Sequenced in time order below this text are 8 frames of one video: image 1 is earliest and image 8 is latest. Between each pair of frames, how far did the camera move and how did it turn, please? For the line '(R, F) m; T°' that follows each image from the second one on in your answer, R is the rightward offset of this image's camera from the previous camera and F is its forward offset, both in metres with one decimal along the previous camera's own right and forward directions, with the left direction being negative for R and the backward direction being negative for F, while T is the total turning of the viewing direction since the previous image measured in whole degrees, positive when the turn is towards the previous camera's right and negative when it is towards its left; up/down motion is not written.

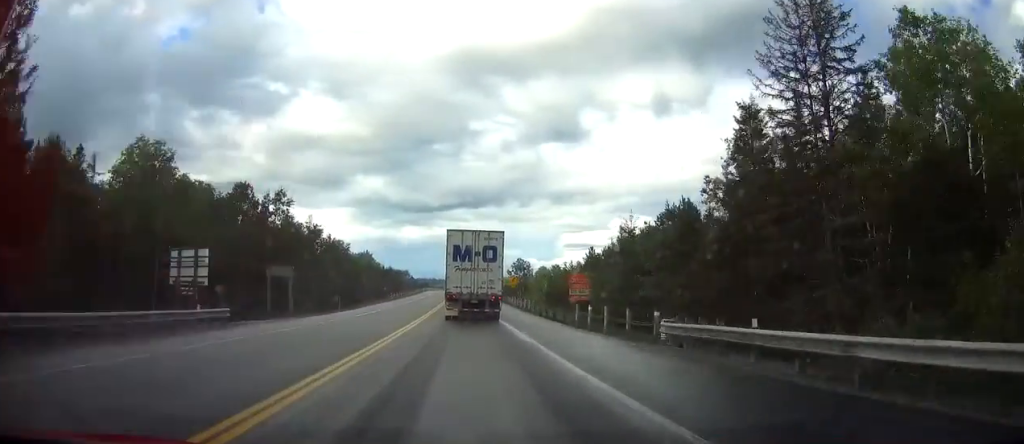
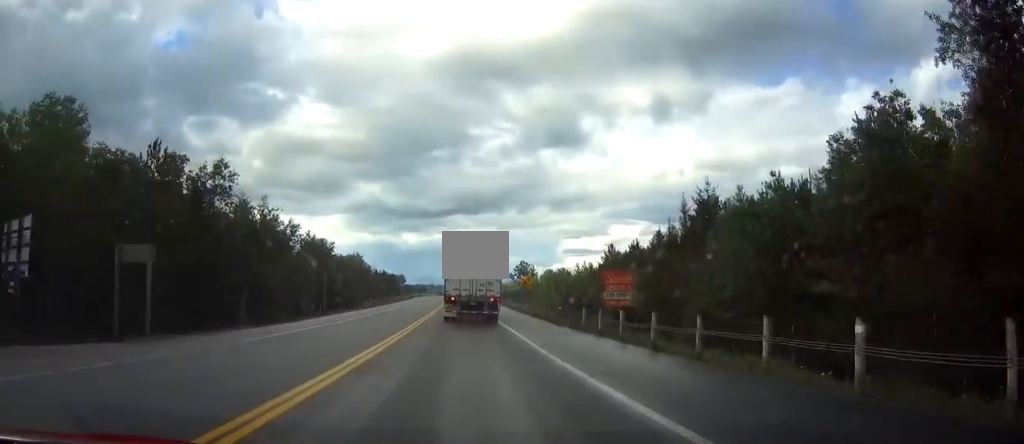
(0.0, +18.7) m; 0°
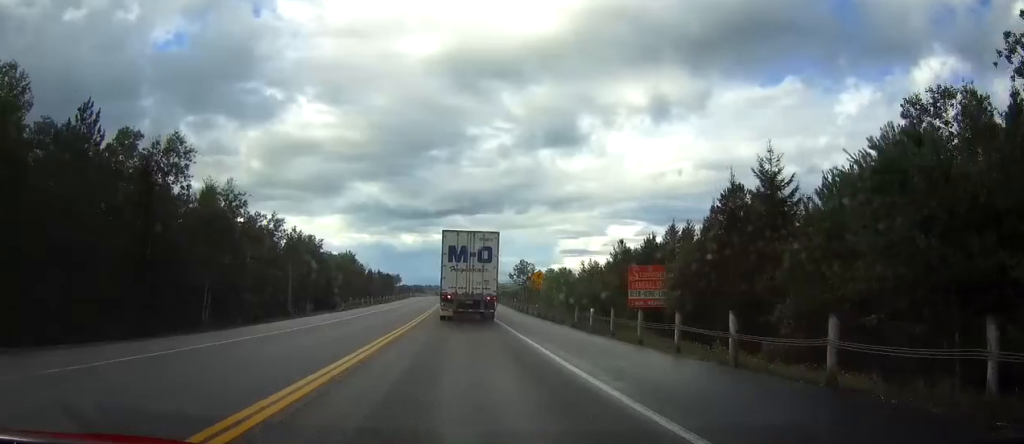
(0.0, +9.0) m; 0°
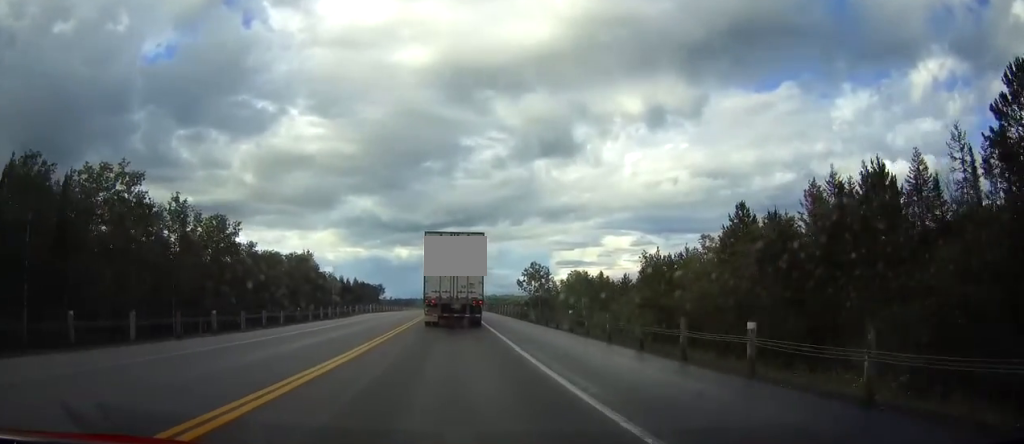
(0.0, +49.1) m; 0°
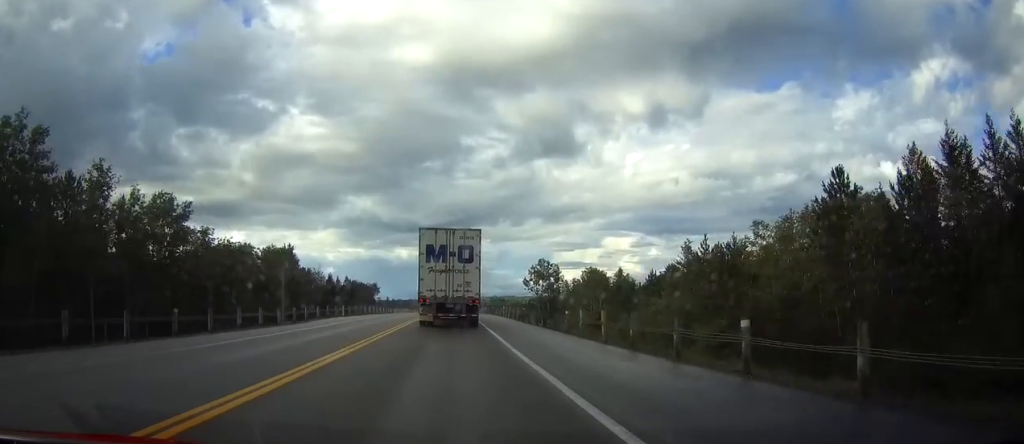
(0.0, +17.0) m; 0°
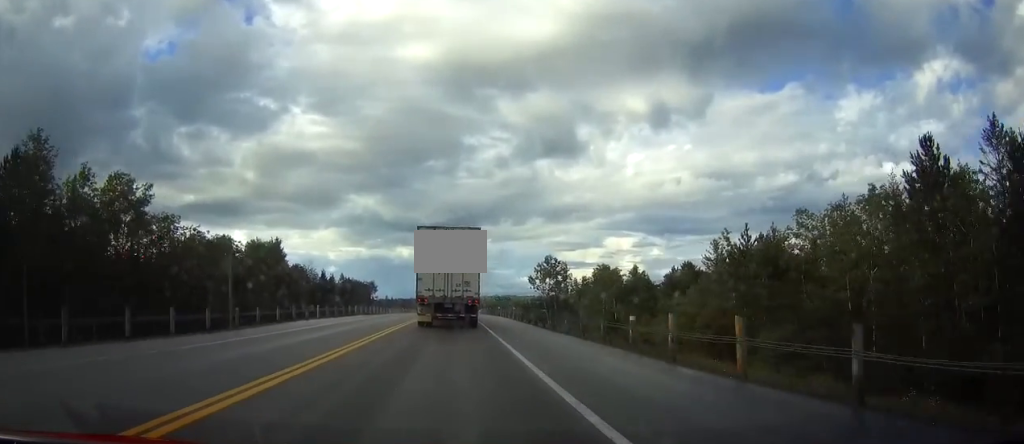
(0.0, +10.4) m; 0°
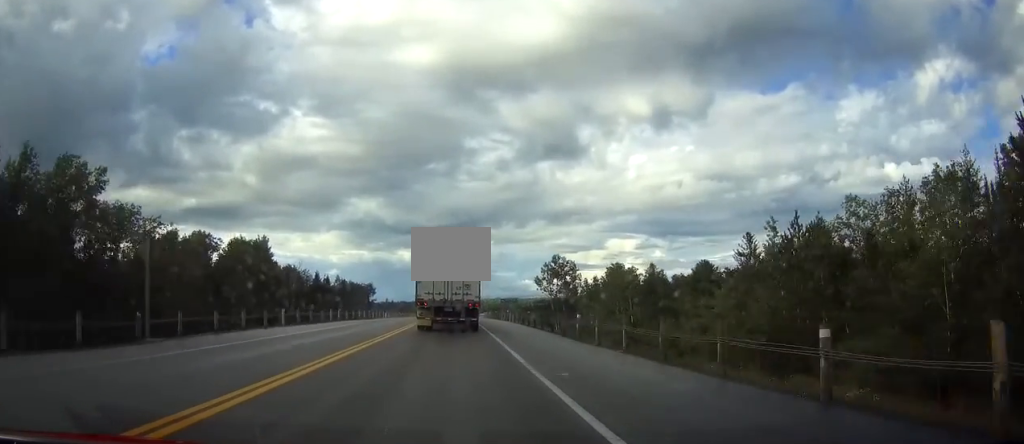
(0.0, +9.6) m; 0°
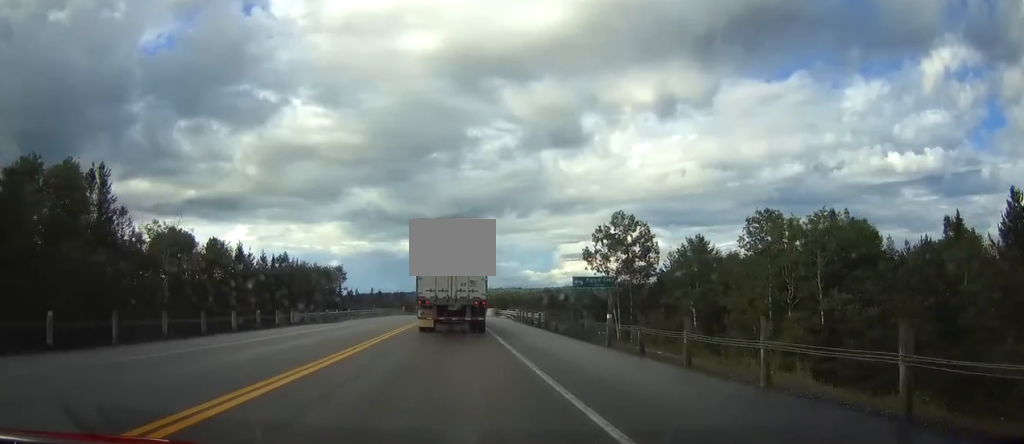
(0.0, +57.9) m; 0°
